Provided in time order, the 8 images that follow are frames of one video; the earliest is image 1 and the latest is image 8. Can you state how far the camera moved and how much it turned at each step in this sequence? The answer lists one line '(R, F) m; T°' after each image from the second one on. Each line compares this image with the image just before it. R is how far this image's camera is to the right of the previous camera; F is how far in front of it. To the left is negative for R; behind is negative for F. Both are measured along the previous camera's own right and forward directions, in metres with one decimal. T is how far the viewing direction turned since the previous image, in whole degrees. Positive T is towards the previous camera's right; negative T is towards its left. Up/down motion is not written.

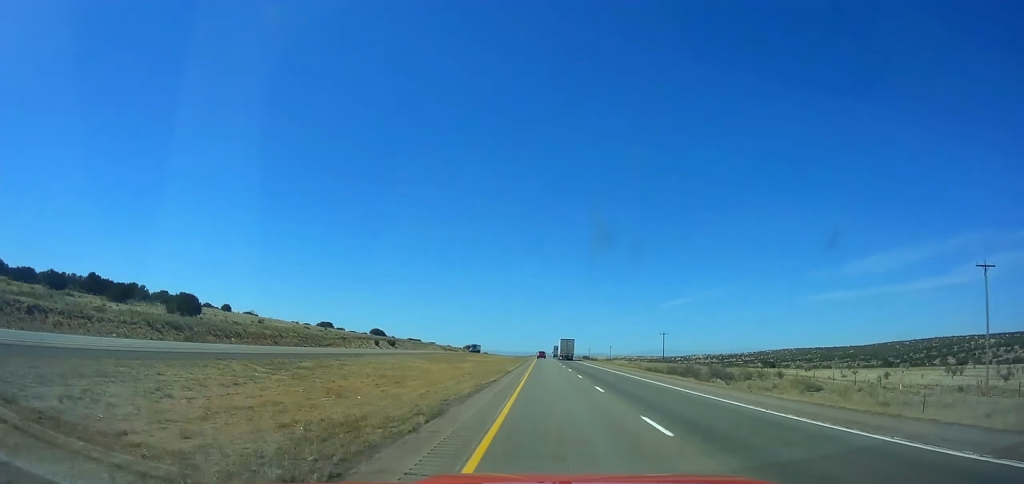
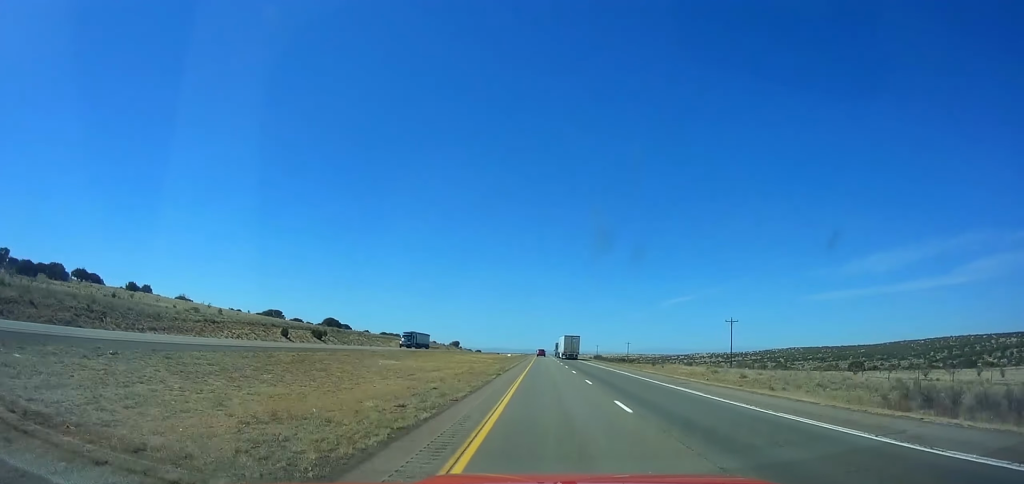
(0.0, +55.7) m; 0°
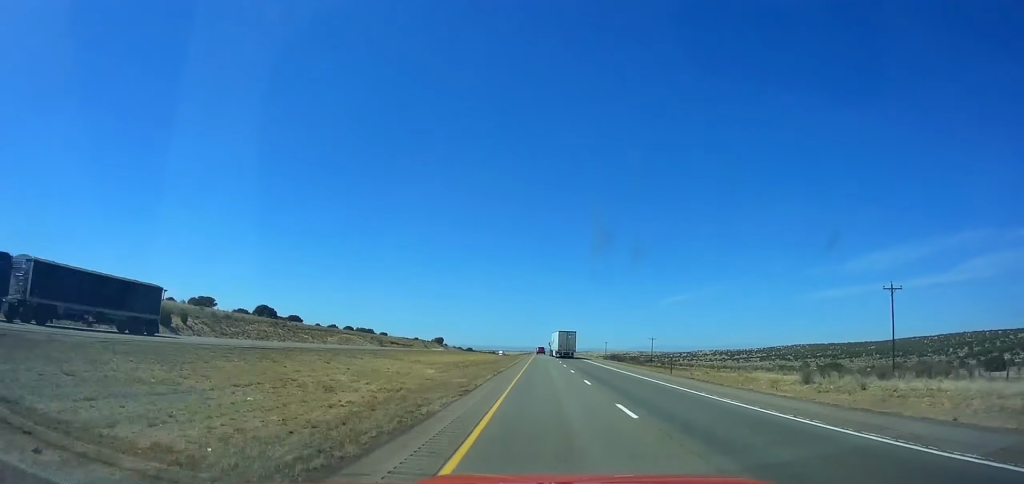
(0.0, +48.1) m; 0°
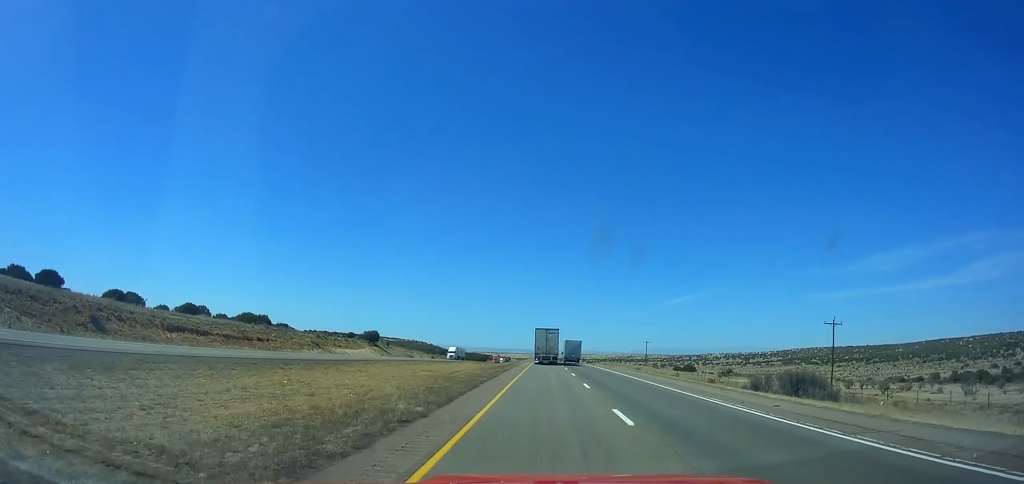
(-0.3, +108.6) m; -1°
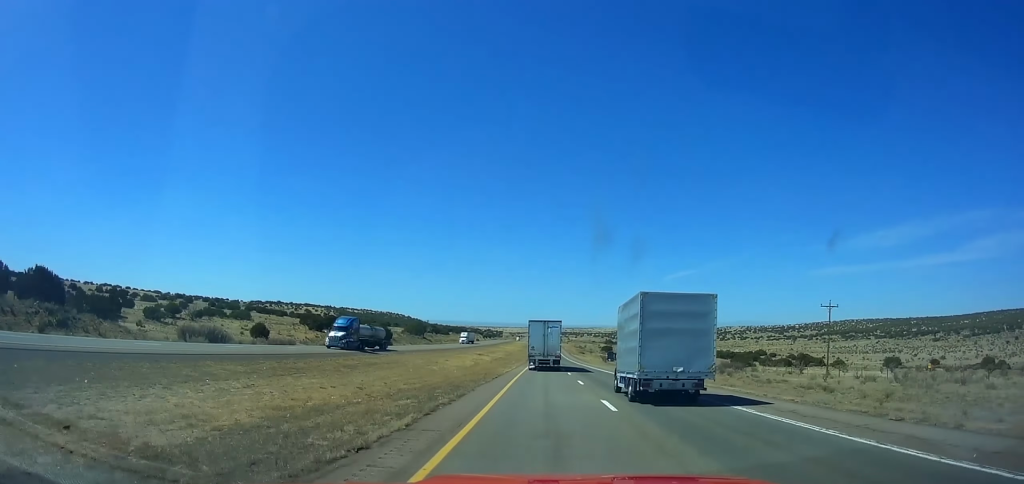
(+0.1, +246.4) m; 0°
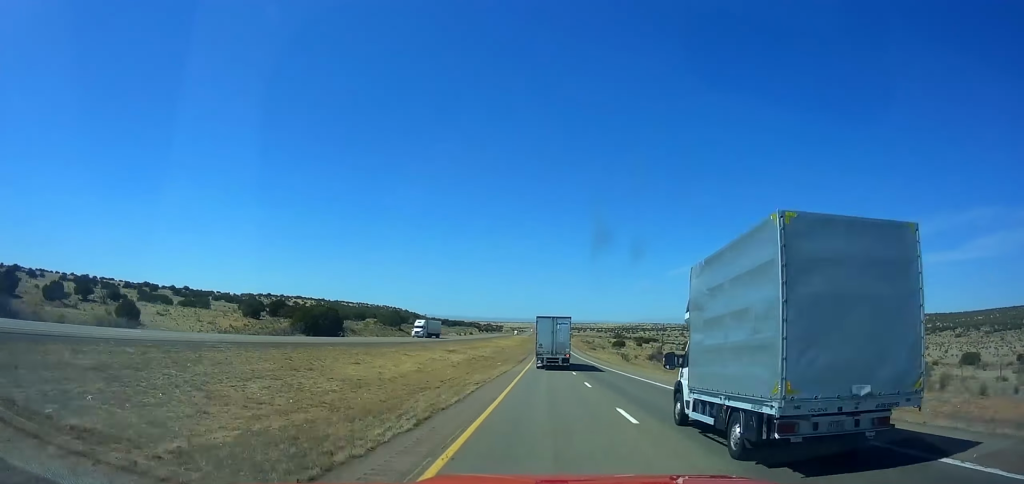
(0.0, +39.6) m; 0°
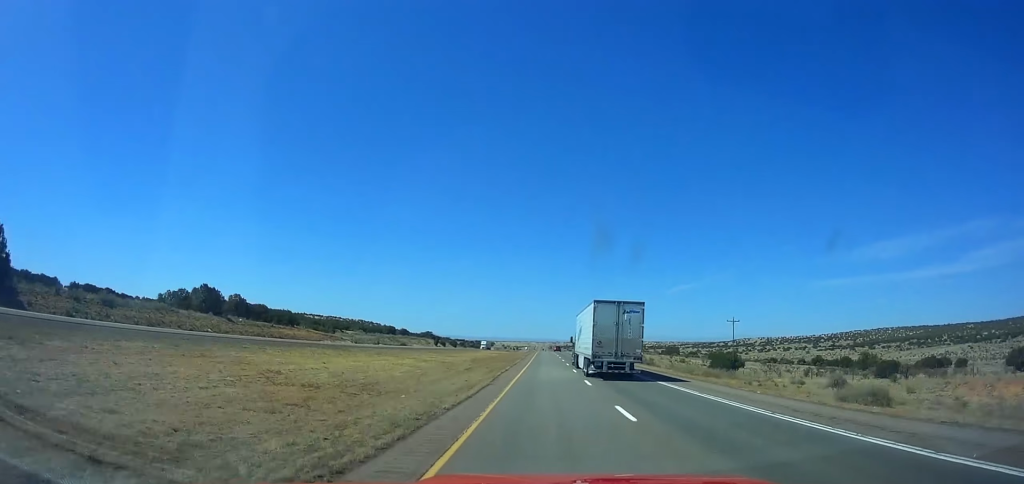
(-1.0, +145.0) m; 0°
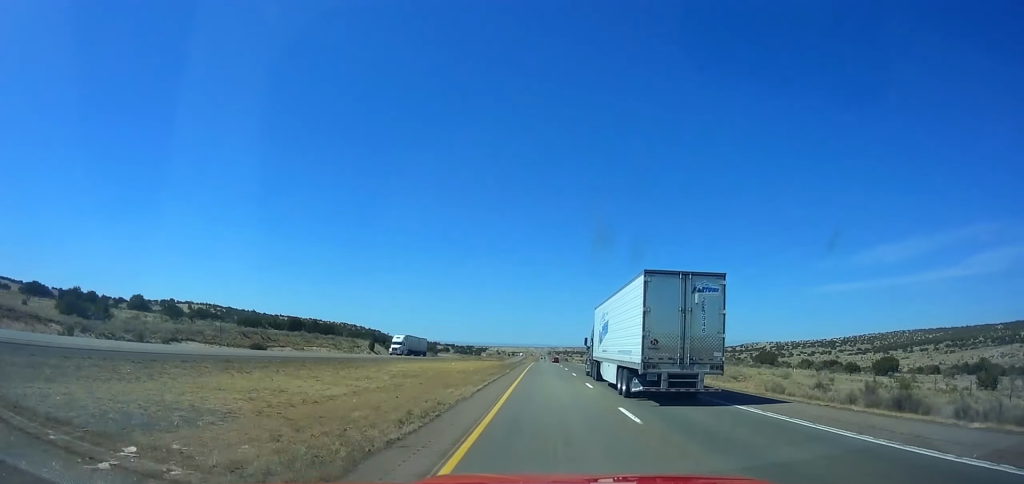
(+0.4, +83.2) m; 0°
